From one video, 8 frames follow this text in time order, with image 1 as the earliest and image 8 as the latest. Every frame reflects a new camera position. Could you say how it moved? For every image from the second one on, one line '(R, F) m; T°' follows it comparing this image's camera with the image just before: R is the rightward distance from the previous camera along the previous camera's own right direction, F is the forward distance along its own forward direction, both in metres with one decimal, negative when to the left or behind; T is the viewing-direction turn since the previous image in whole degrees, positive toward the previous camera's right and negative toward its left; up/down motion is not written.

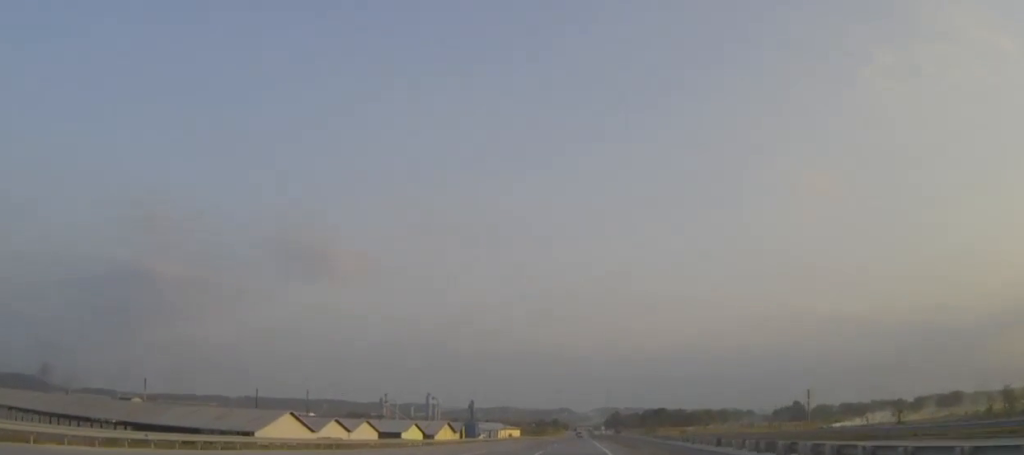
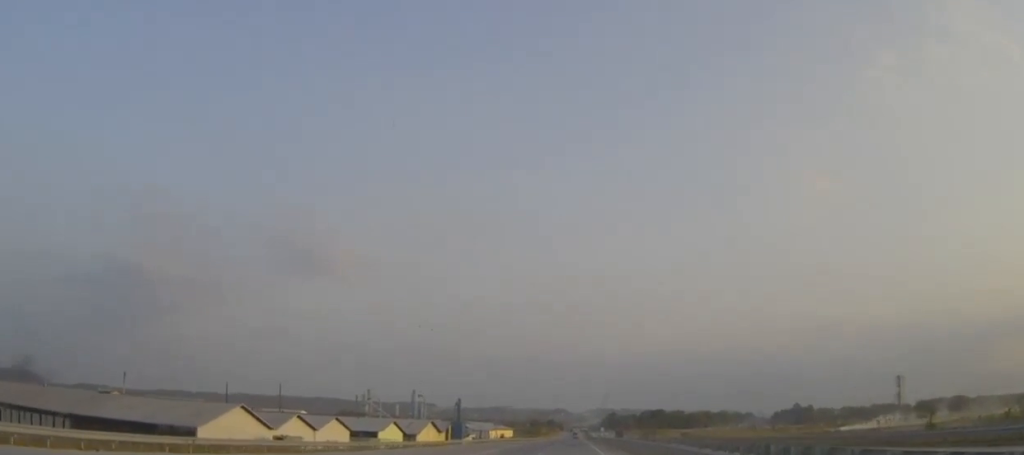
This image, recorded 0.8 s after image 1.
(0.0, +19.6) m; 0°
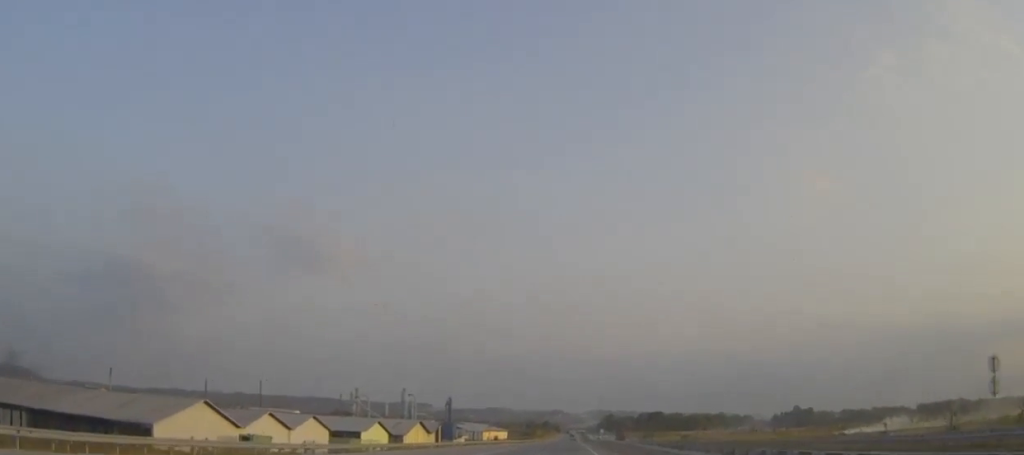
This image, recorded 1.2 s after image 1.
(+0.1, +12.1) m; 0°
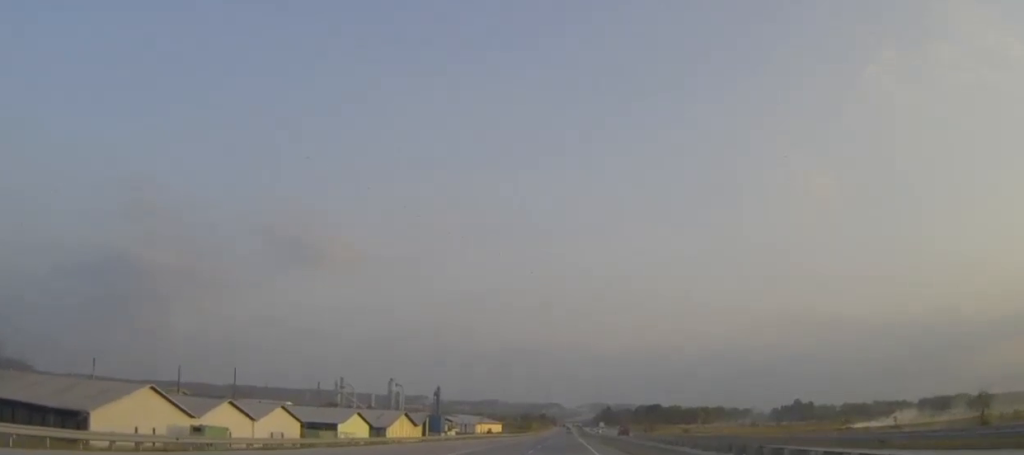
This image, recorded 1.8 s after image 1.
(0.0, +14.6) m; 0°
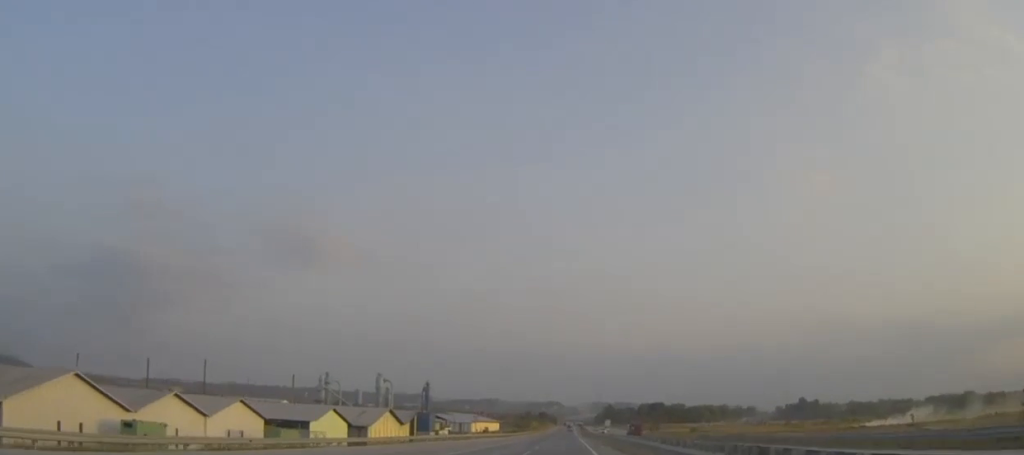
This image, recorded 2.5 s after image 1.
(+0.1, +17.2) m; 0°
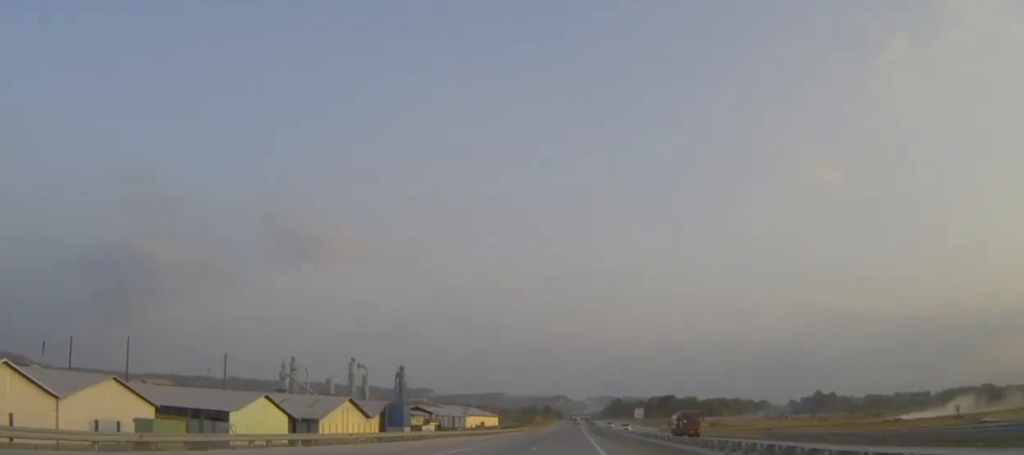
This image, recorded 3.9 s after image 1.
(0.0, +36.2) m; 0°
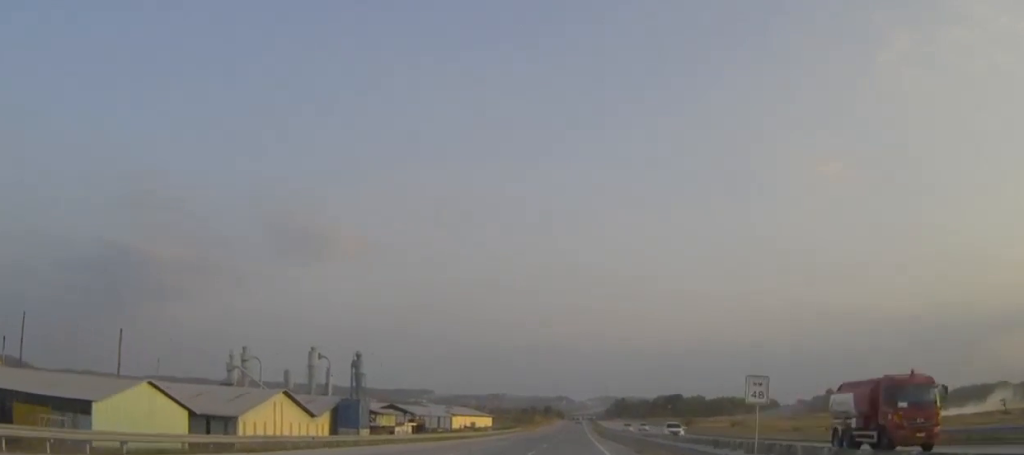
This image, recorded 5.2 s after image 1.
(-0.1, +33.7) m; 0°
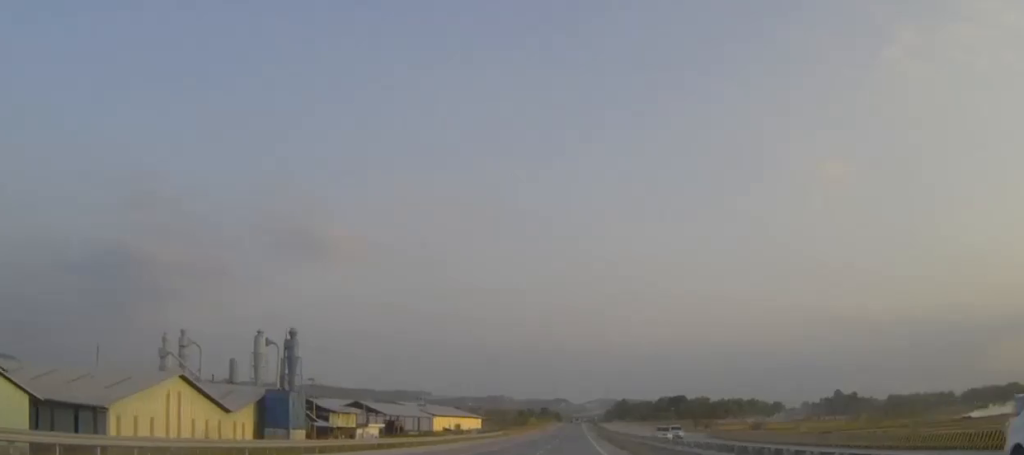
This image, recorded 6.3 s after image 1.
(0.0, +30.5) m; 0°
